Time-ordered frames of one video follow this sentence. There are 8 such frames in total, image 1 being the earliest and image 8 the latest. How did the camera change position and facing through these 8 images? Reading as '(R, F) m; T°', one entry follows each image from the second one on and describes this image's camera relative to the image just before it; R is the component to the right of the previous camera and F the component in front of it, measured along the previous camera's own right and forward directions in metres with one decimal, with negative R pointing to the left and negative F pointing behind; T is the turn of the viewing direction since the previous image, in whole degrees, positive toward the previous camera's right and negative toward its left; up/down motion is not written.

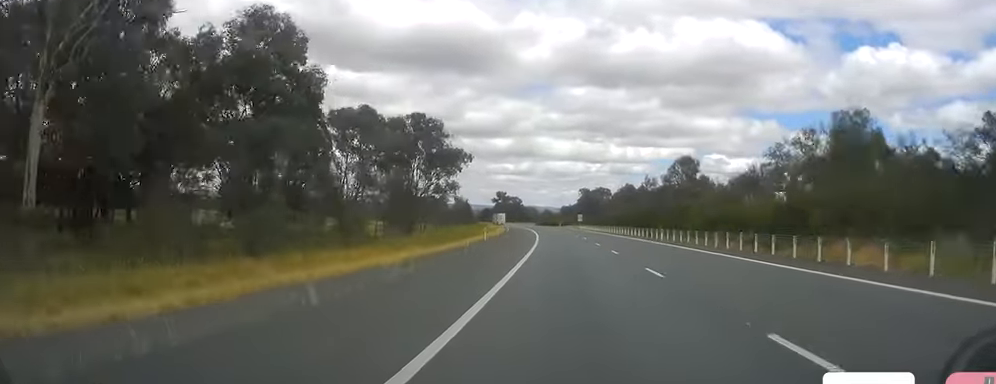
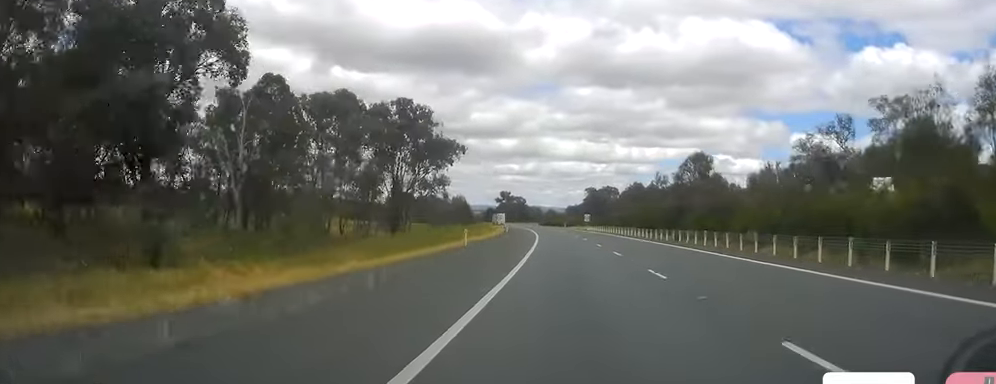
(0.0, +12.5) m; -1°
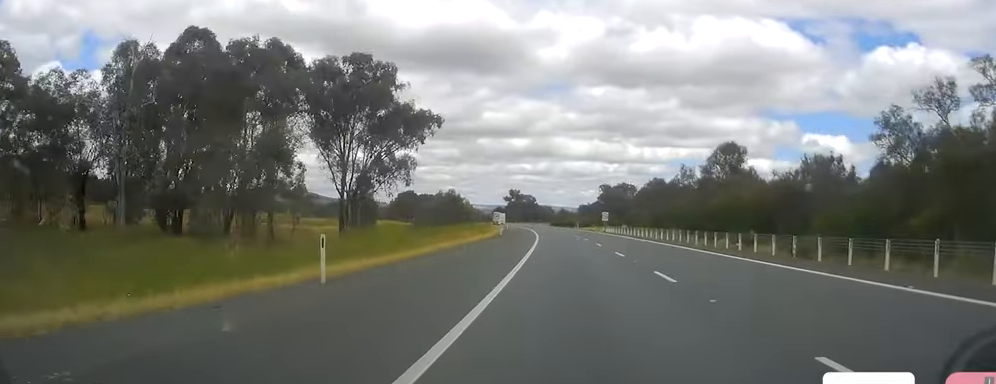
(-0.3, +24.8) m; -1°
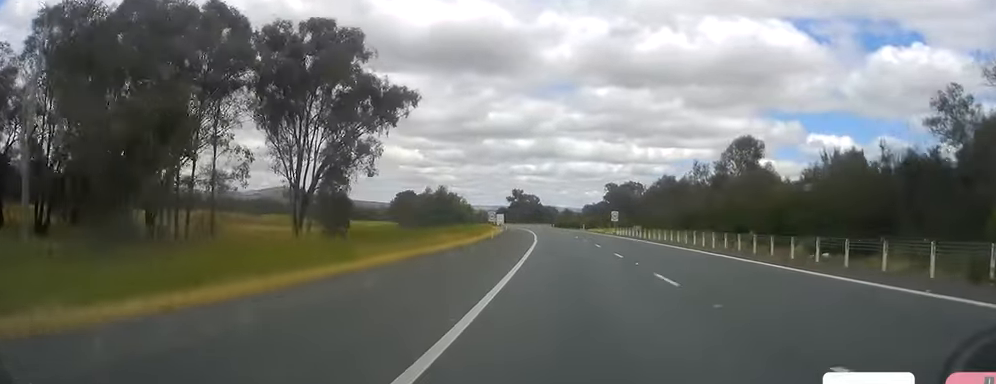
(0.0, +12.3) m; -1°
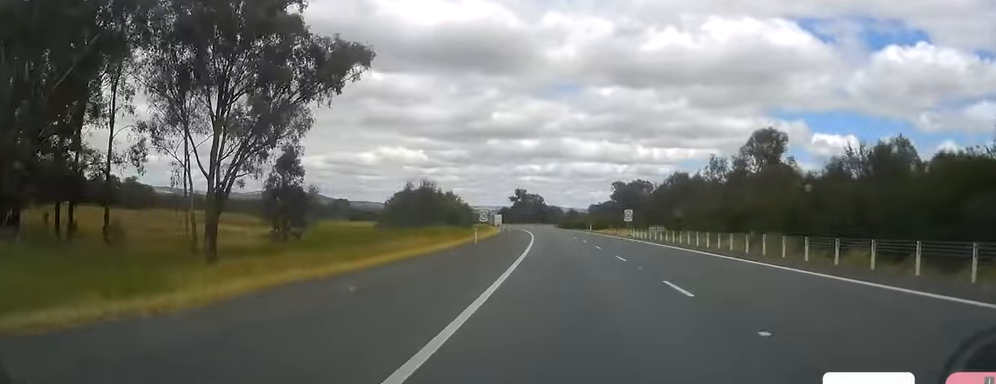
(+0.2, +14.2) m; -1°
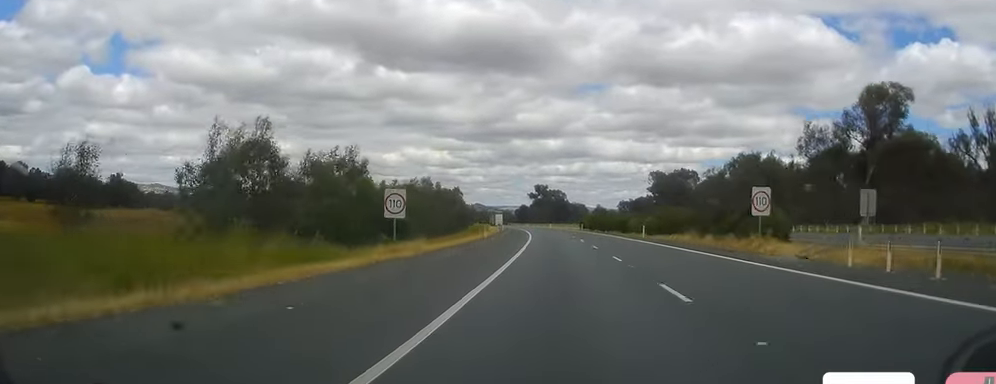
(-1.3, +48.4) m; -2°
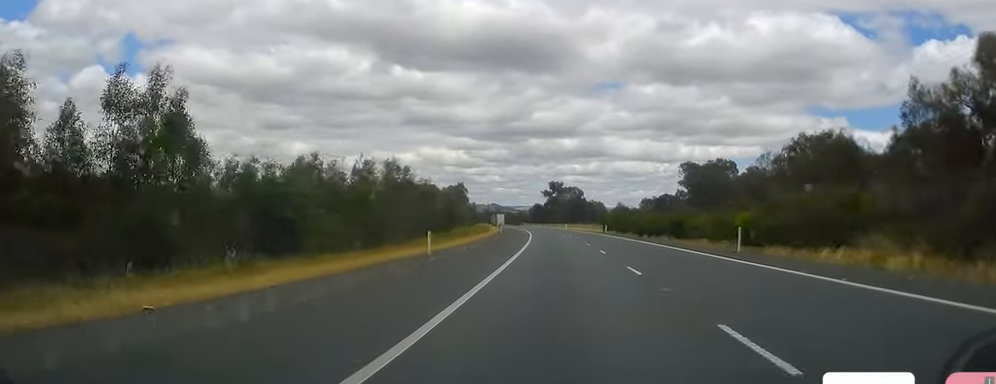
(-0.2, +29.5) m; -1°
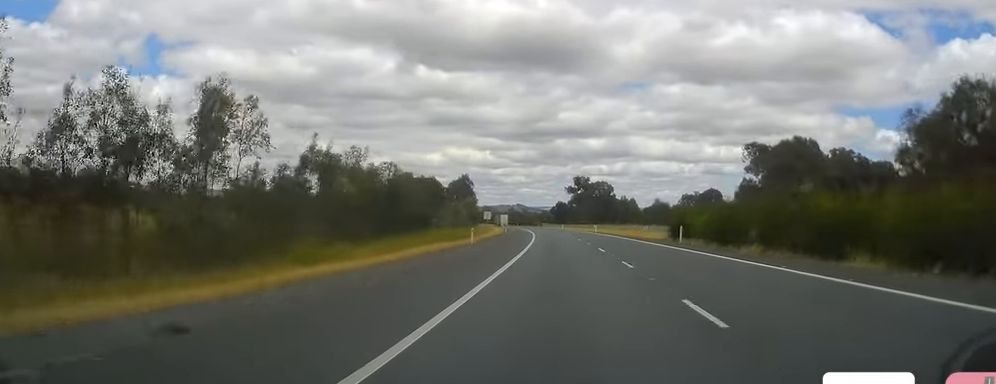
(-0.1, +44.9) m; -1°
